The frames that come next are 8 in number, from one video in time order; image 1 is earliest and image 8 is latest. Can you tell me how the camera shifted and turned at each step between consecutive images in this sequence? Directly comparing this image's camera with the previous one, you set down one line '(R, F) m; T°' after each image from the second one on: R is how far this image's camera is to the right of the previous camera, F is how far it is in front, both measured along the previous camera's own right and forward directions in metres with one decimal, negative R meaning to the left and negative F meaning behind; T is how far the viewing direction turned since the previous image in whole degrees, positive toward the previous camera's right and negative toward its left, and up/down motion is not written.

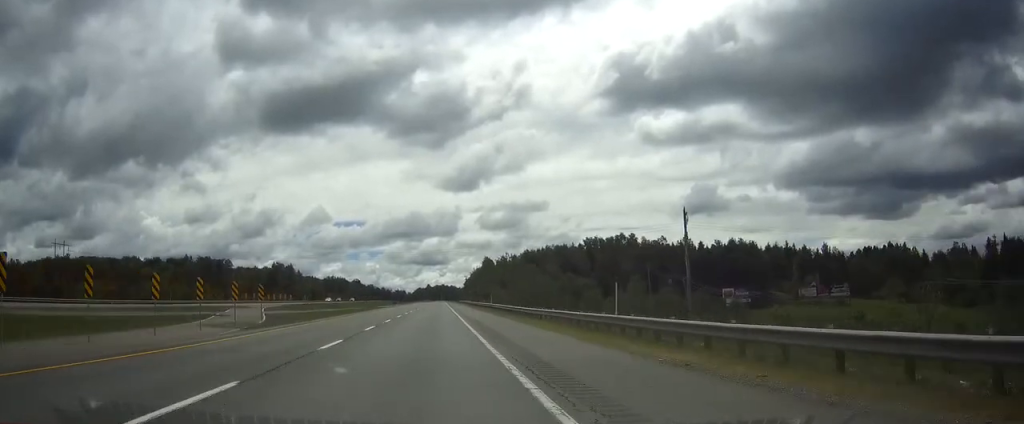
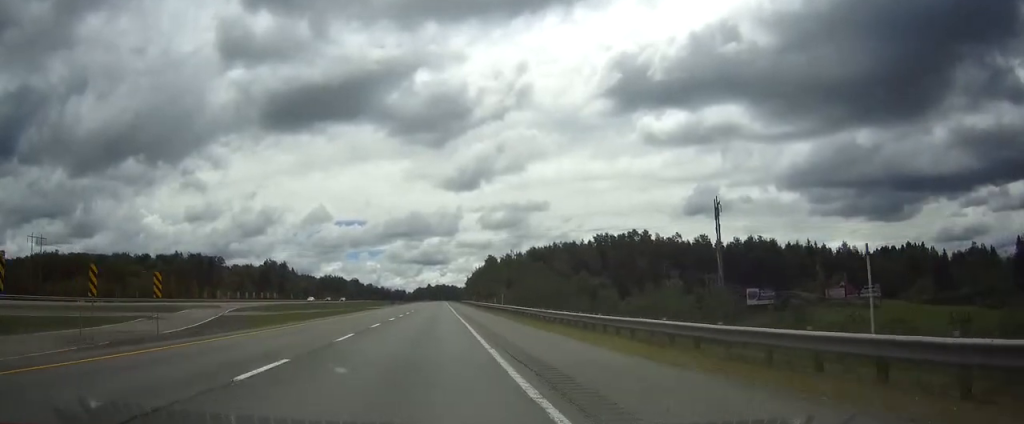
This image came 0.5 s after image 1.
(0.0, +14.5) m; 0°
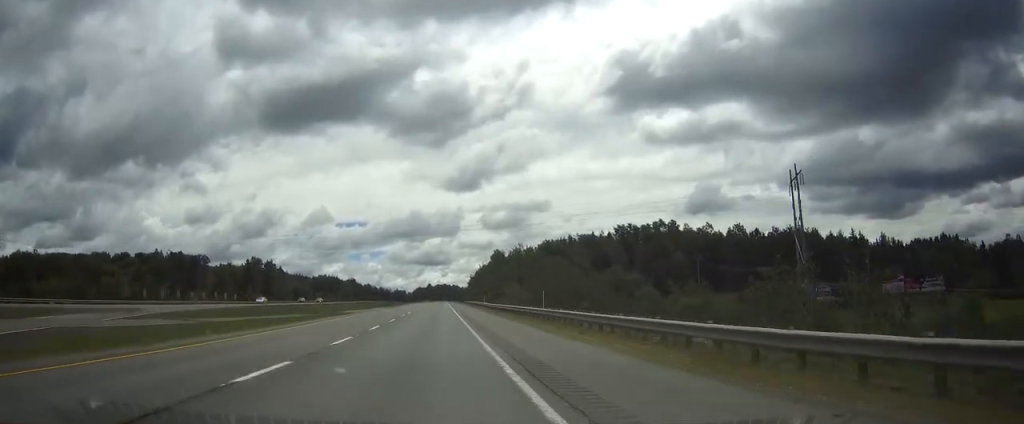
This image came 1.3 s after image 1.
(0.0, +26.0) m; 0°
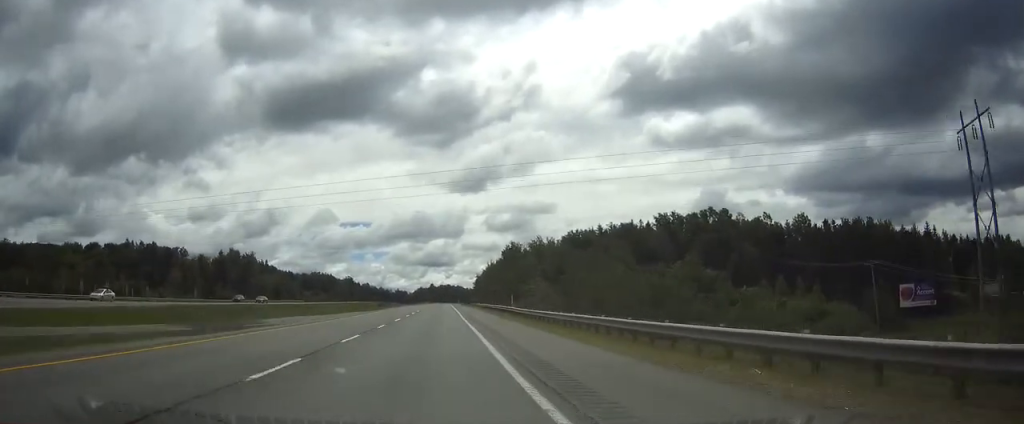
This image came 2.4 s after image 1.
(+0.1, +34.4) m; 0°
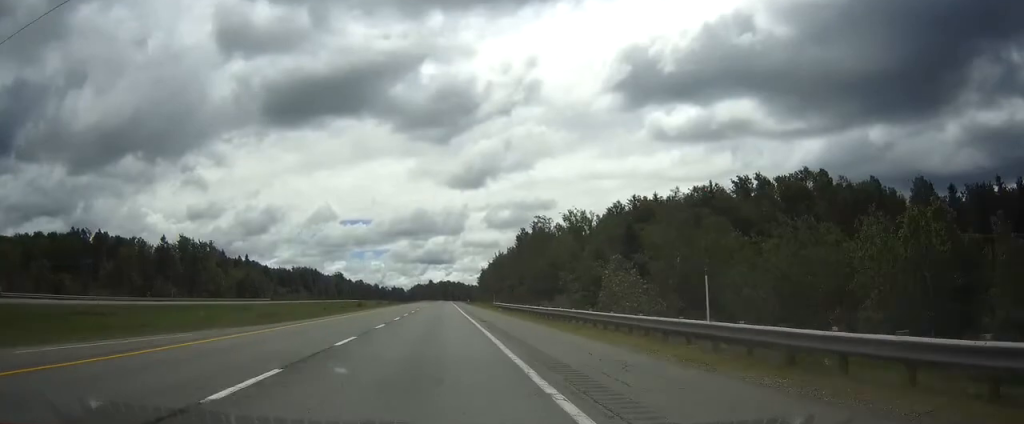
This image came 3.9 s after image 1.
(-0.2, +46.0) m; 0°
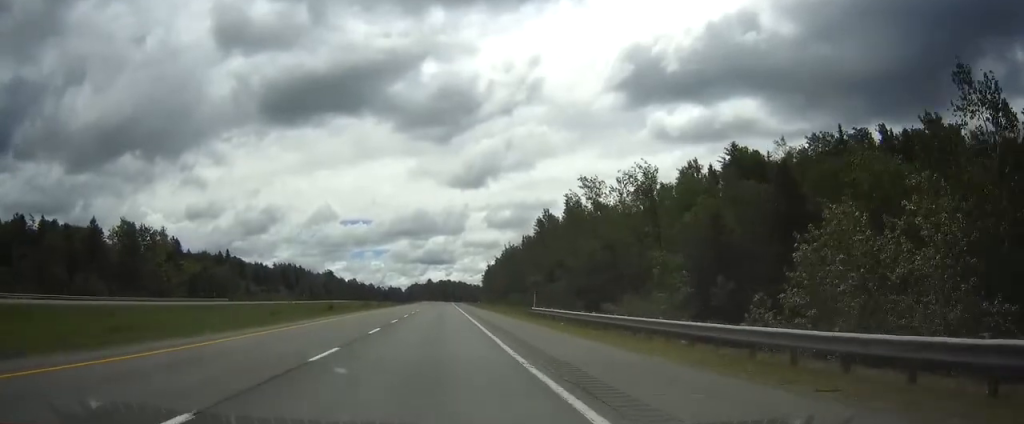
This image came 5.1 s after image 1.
(+0.1, +37.7) m; 0°
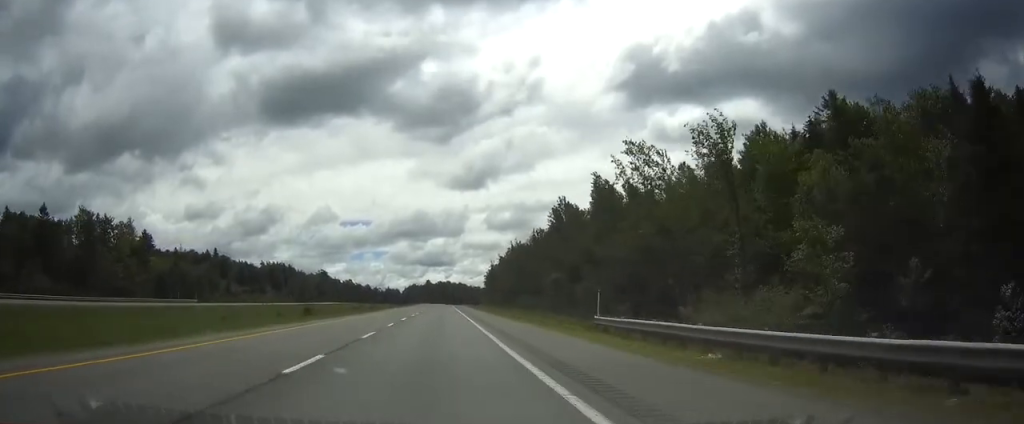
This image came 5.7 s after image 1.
(0.0, +19.9) m; 0°
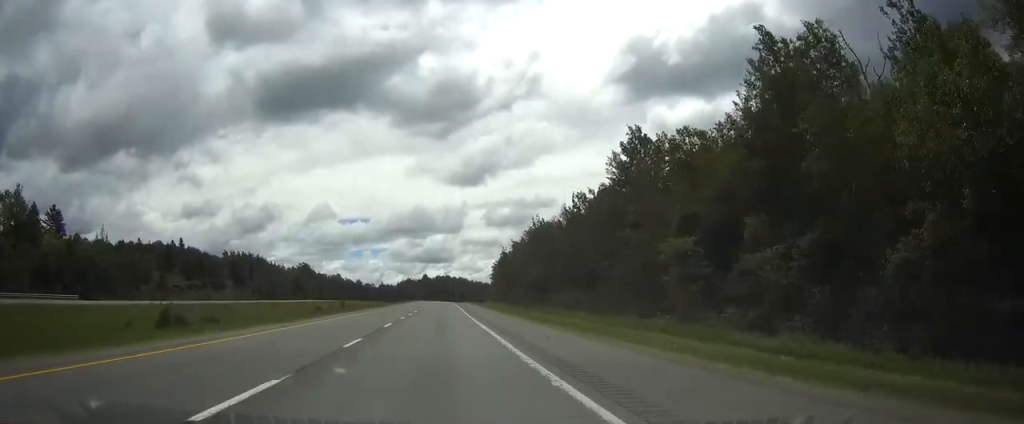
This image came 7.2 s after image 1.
(-0.1, +47.3) m; 0°
